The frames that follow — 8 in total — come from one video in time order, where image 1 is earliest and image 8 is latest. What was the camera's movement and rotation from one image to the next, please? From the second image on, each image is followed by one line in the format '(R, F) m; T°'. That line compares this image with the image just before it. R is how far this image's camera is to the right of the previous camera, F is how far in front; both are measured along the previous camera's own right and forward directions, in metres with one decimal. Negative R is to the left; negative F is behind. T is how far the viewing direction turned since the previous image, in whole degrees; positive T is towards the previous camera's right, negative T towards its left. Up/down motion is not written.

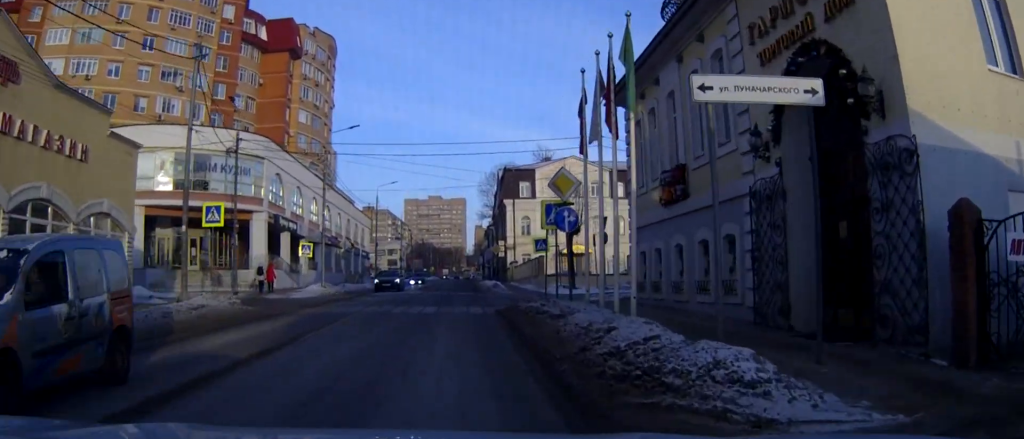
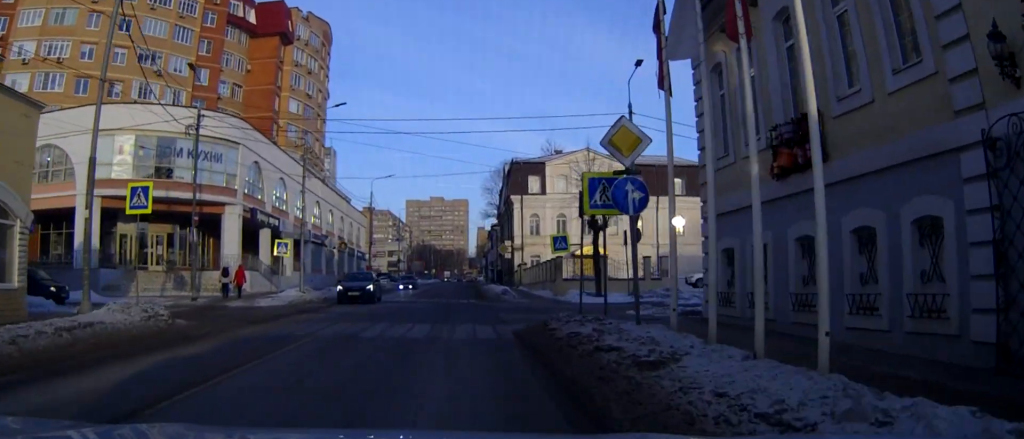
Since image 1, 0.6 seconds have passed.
(0.0, +7.4) m; 0°
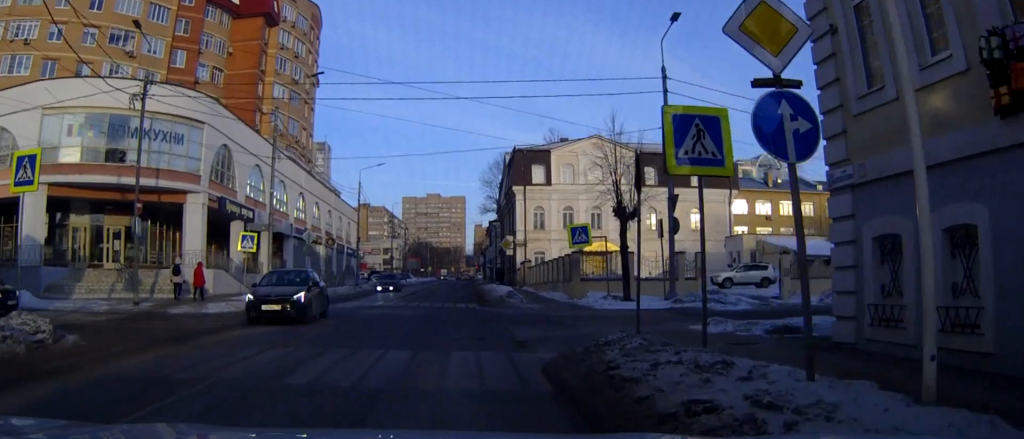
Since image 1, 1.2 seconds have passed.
(0.0, +6.6) m; 0°
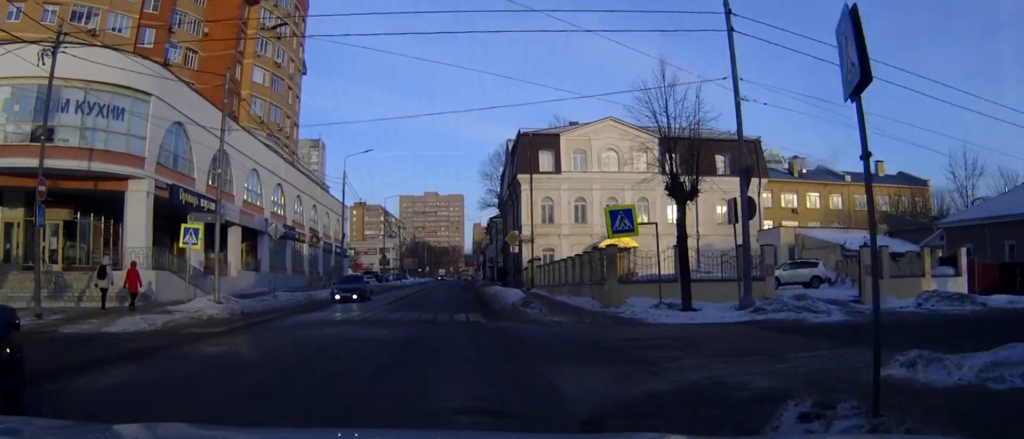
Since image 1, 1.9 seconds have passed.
(0.0, +7.9) m; -1°
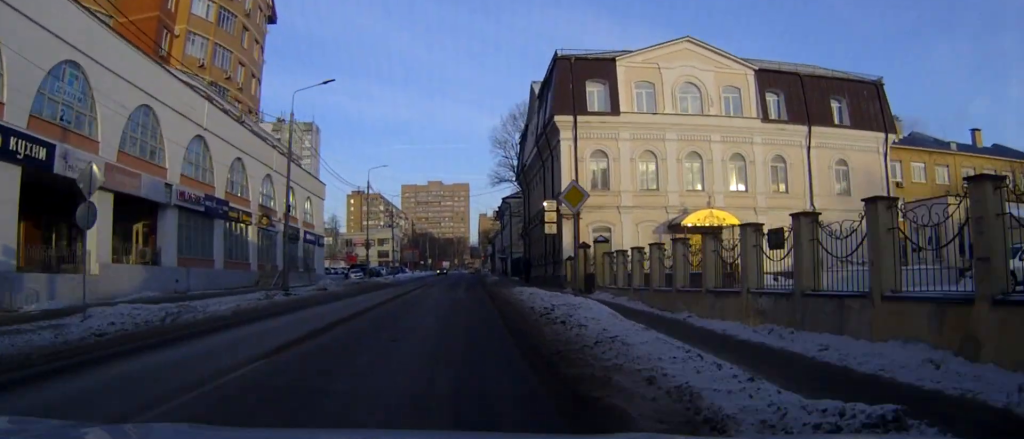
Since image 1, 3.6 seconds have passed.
(-0.1, +20.6) m; 0°
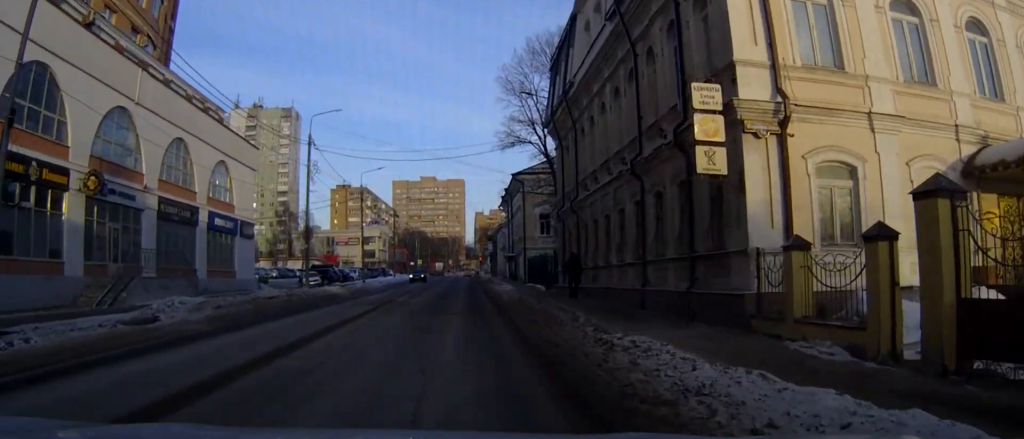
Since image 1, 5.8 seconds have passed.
(+0.3, +25.5) m; 0°
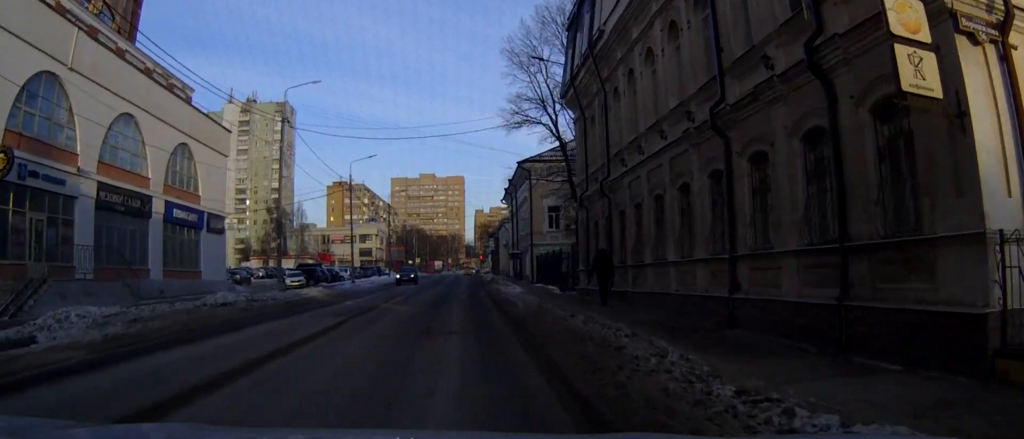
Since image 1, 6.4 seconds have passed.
(-0.1, +6.8) m; 0°
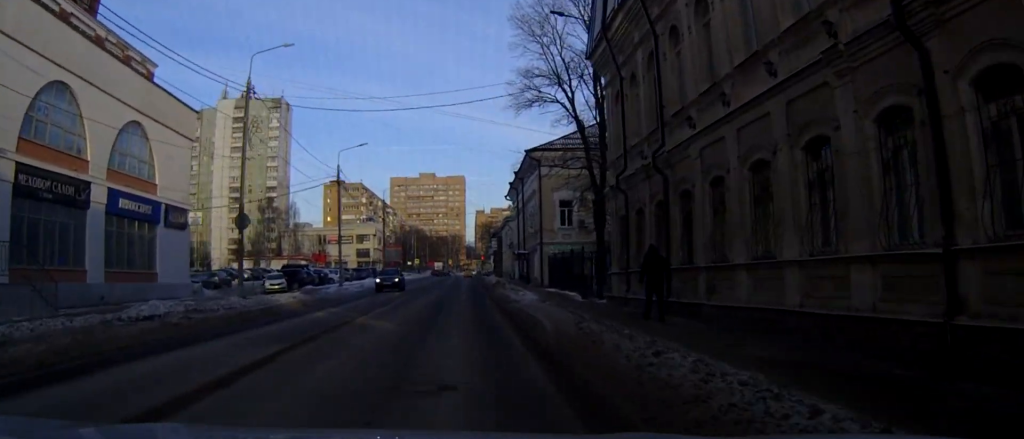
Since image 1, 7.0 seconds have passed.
(0.0, +6.7) m; +1°
